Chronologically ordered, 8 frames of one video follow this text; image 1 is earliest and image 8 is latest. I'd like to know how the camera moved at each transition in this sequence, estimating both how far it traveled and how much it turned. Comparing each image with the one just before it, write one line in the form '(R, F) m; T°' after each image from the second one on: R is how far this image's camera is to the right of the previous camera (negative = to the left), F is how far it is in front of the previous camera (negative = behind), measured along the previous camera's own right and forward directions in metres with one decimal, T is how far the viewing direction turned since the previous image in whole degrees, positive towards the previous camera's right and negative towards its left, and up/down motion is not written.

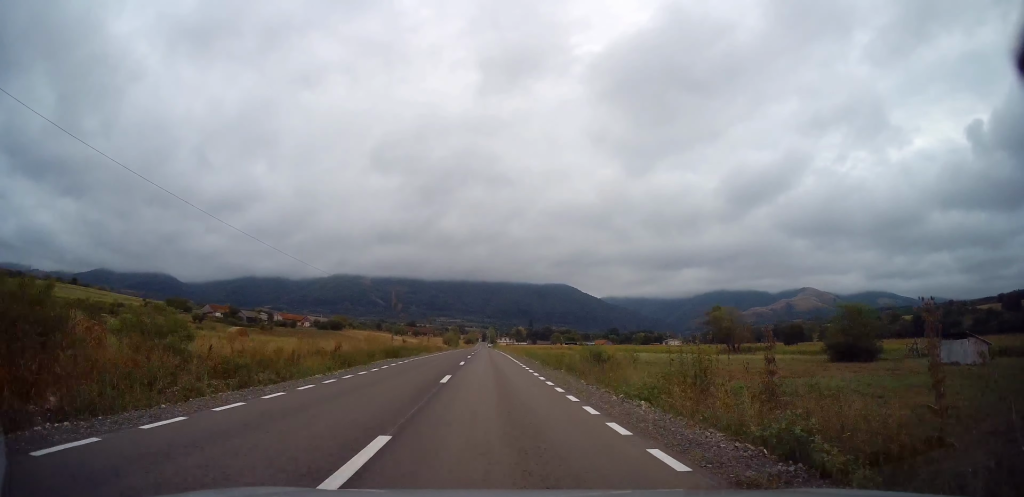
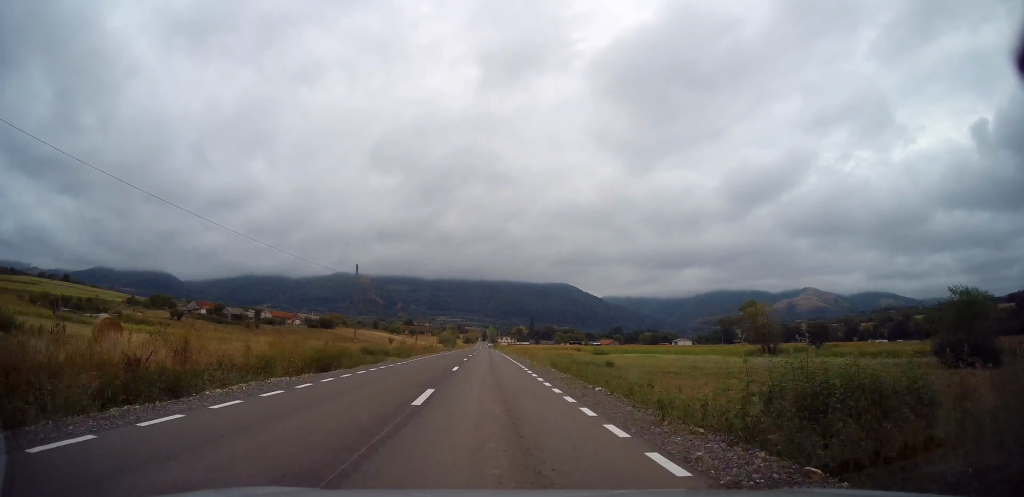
(0.0, +16.6) m; 0°
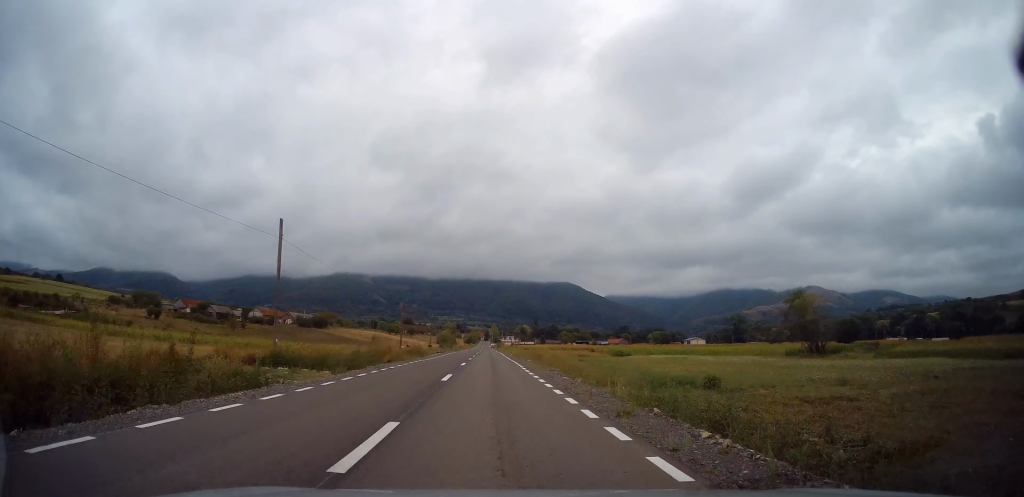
(0.0, +16.6) m; 0°
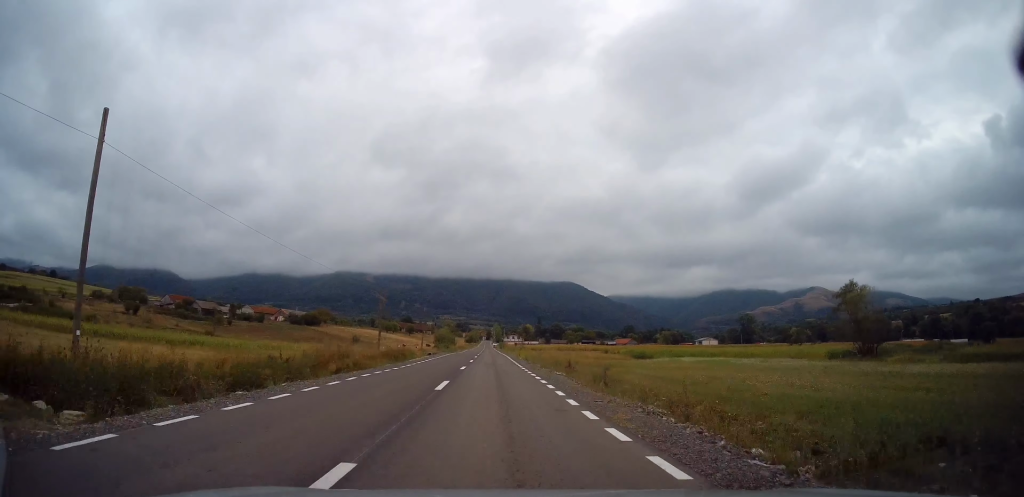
(0.0, +14.1) m; 0°
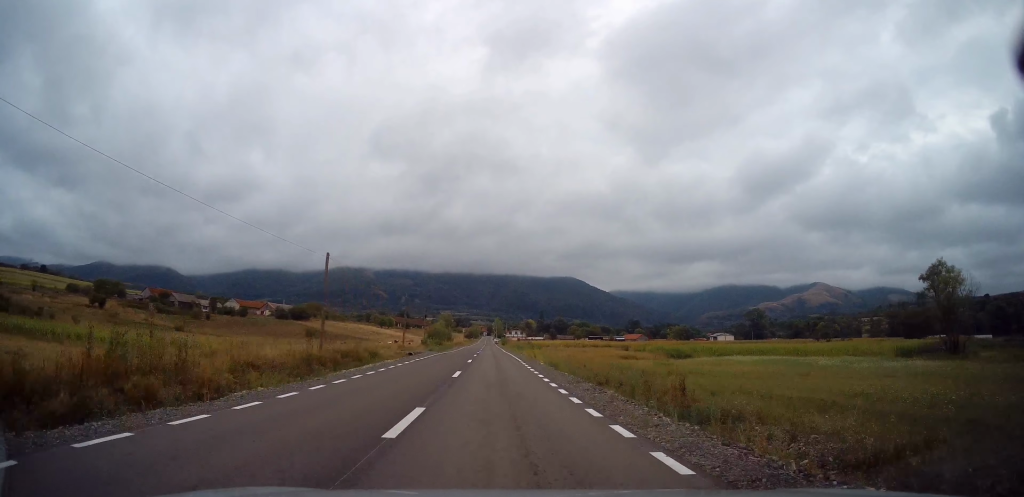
(0.0, +18.2) m; 0°
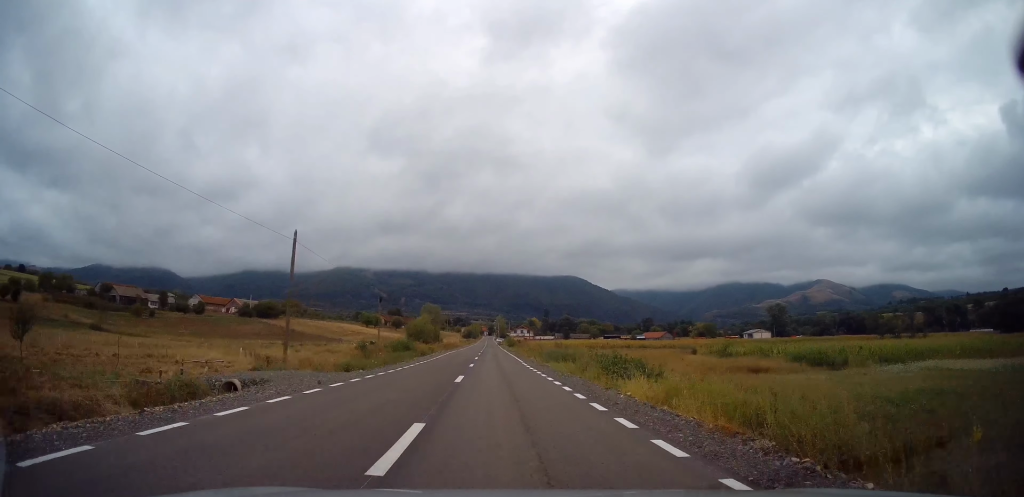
(0.0, +36.1) m; -1°
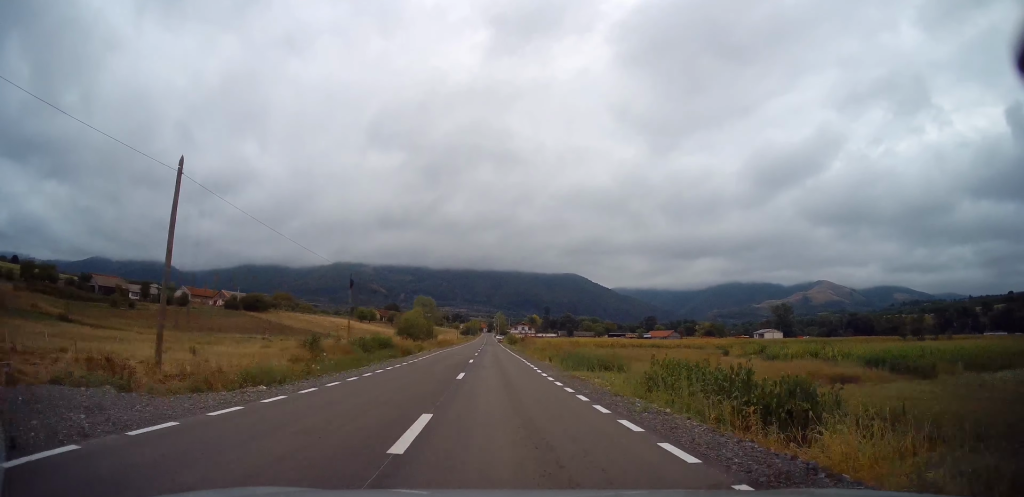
(-0.2, +10.5) m; 0°
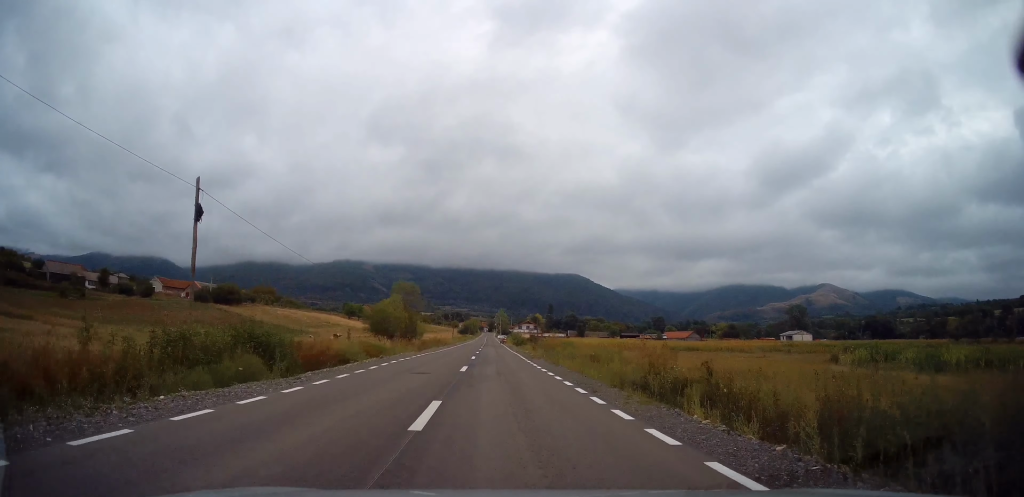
(-0.2, +21.8) m; -1°
